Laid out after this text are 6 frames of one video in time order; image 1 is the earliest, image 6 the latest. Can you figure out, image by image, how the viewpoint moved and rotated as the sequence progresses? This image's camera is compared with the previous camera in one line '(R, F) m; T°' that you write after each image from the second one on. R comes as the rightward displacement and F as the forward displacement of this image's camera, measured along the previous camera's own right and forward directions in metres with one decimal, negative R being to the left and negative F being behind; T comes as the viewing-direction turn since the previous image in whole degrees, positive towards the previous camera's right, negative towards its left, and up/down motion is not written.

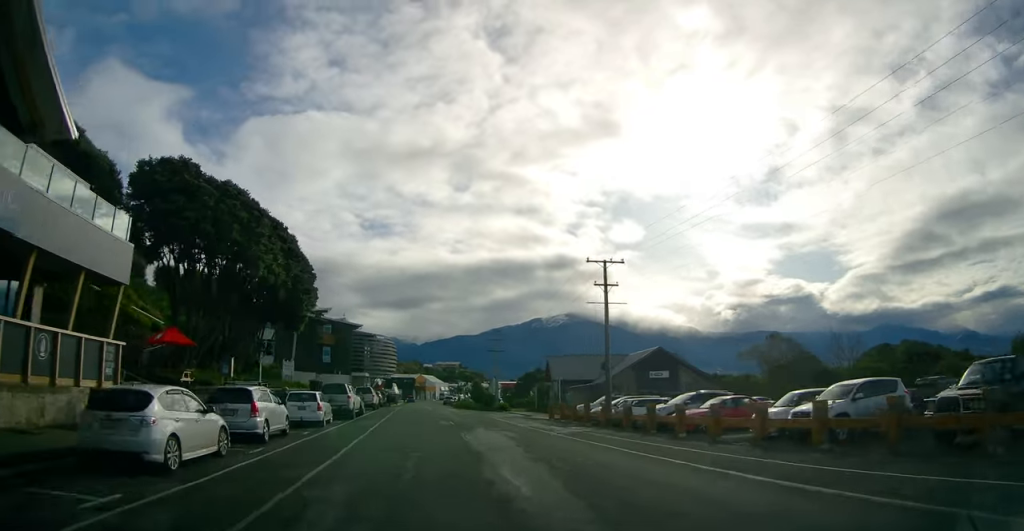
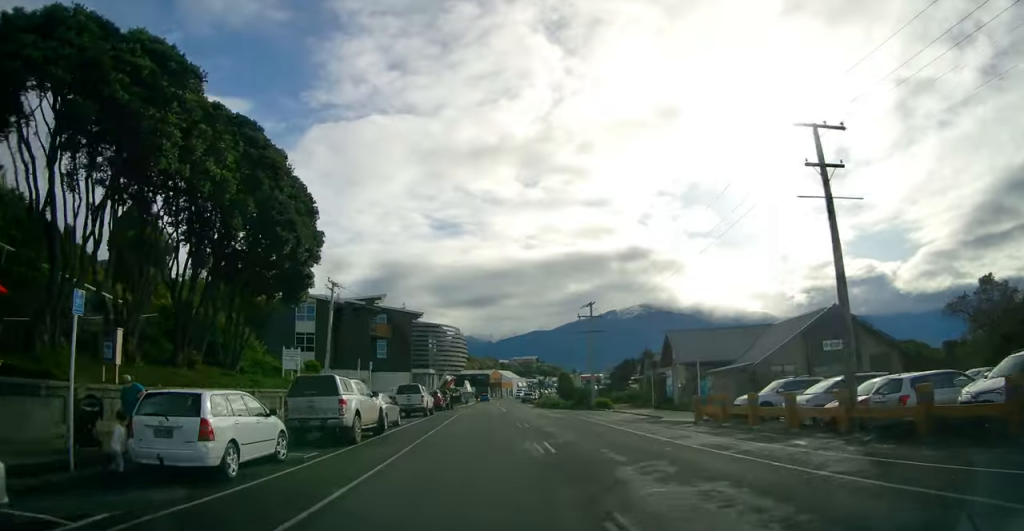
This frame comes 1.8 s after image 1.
(-1.2, +14.9) m; -6°
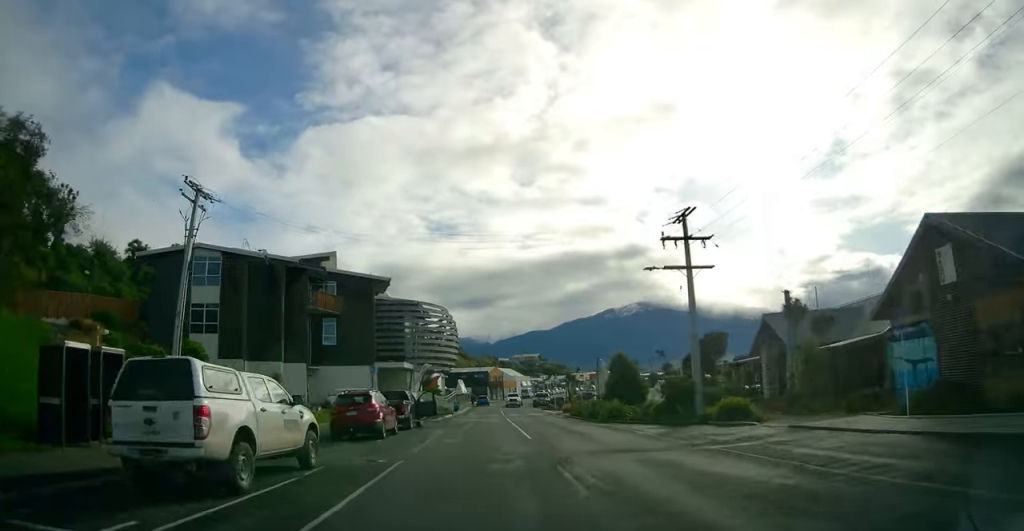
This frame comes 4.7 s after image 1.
(-1.3, +23.8) m; -4°
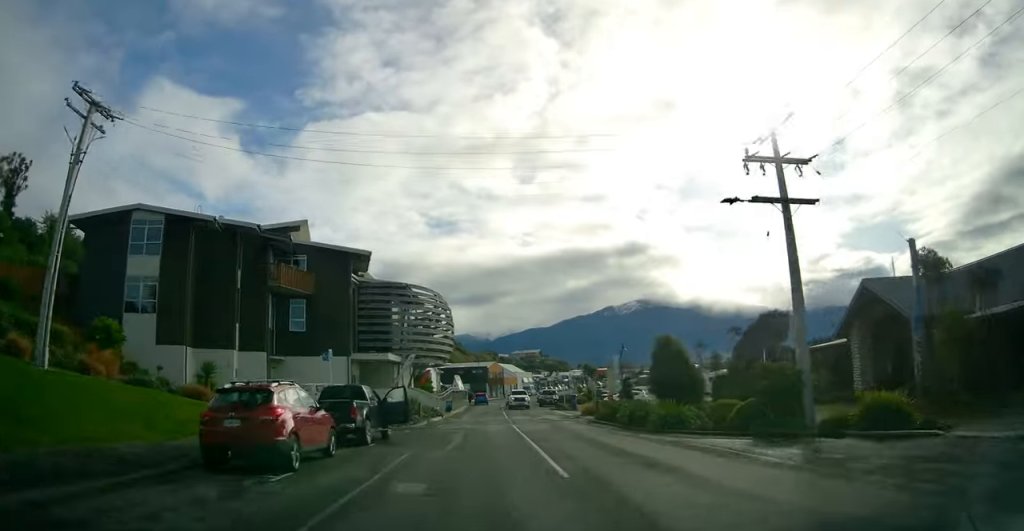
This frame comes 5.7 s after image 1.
(-0.1, +8.2) m; 0°
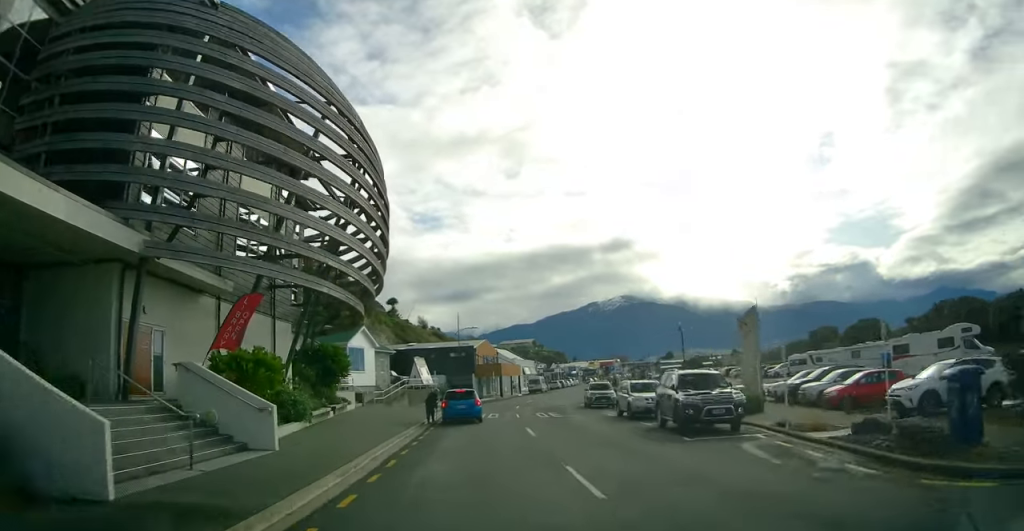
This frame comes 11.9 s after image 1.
(+1.9, +43.7) m; +5°
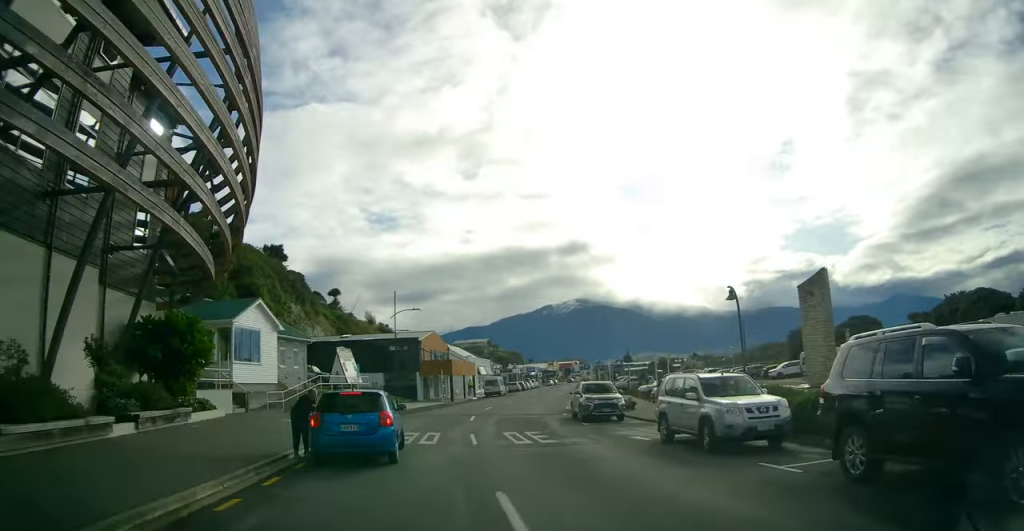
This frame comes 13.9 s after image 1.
(-0.2, +11.2) m; -1°
